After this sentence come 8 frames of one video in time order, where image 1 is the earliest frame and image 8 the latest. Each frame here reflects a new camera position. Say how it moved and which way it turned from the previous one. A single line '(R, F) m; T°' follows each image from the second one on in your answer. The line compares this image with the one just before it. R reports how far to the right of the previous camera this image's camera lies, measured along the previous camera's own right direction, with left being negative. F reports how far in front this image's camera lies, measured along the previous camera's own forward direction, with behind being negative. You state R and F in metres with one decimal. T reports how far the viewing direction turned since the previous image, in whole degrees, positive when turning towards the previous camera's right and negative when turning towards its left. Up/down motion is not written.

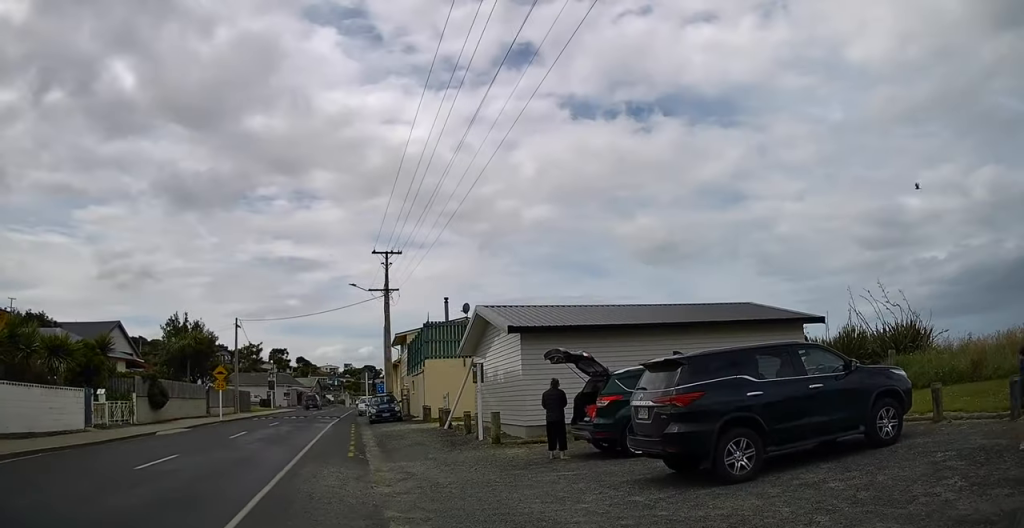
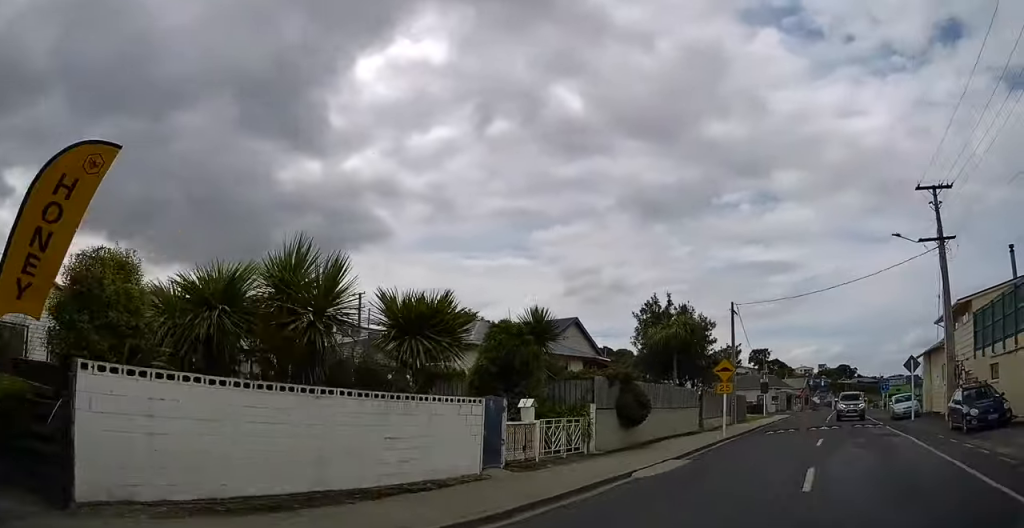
(+2.8, +22.9) m; +12°
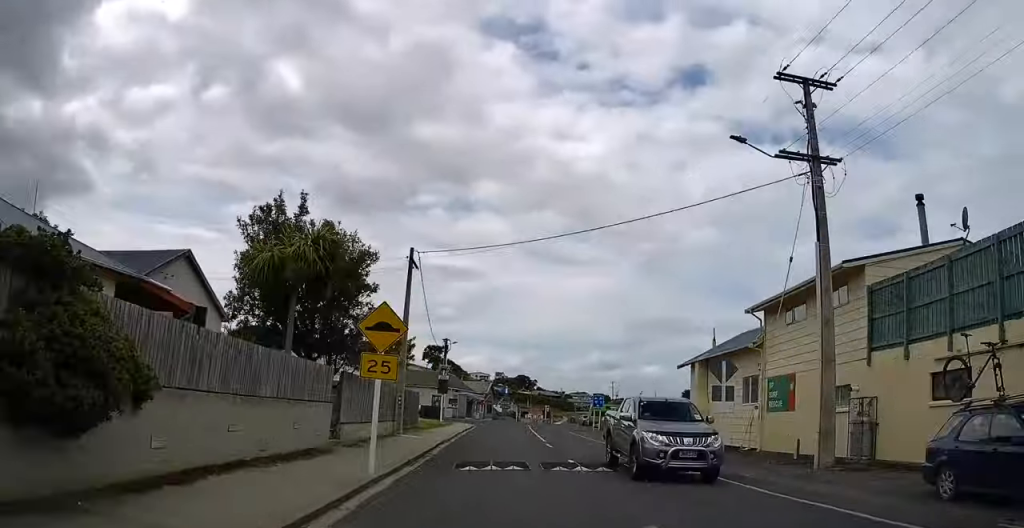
(+0.5, +13.5) m; +6°
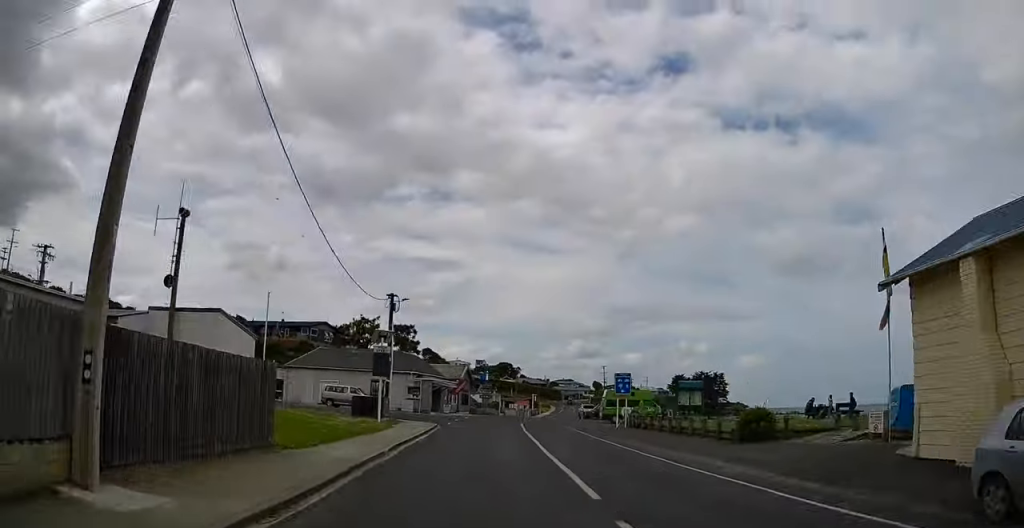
(+1.1, +20.0) m; +5°
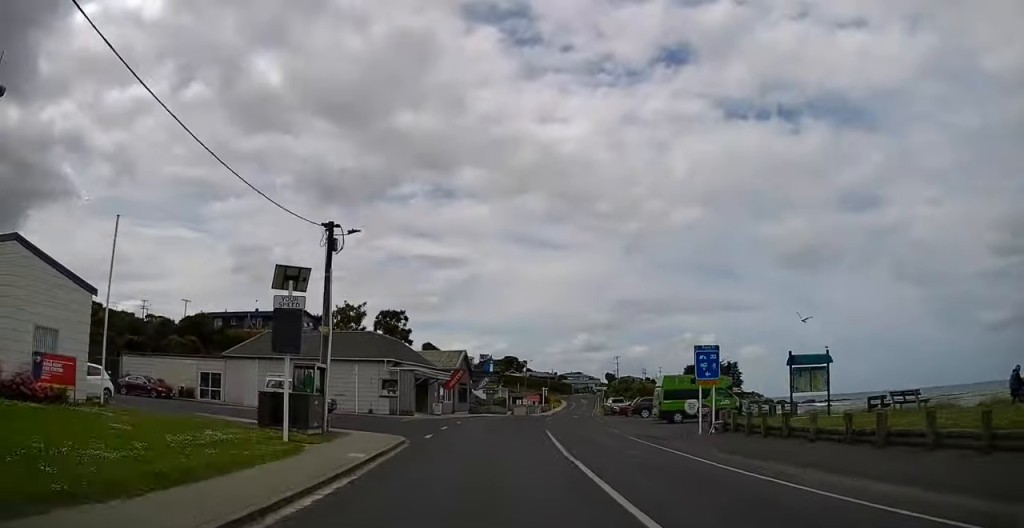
(+0.5, +17.0) m; +2°
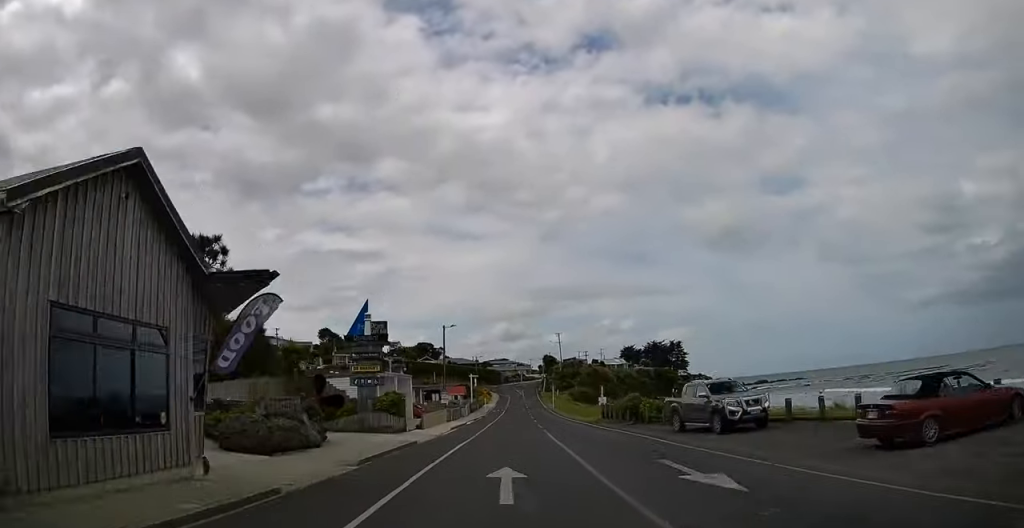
(+1.2, +42.1) m; +4°
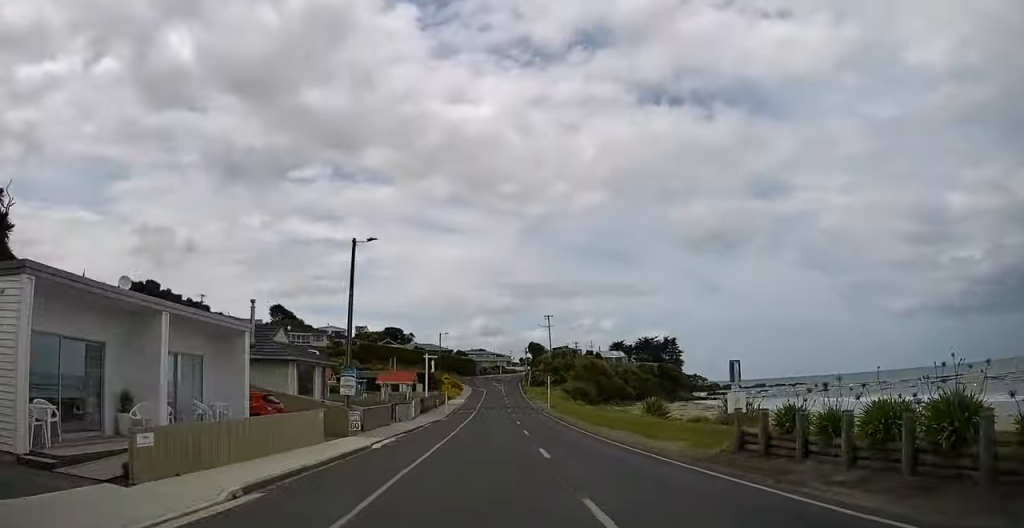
(+0.7, +27.7) m; +2°
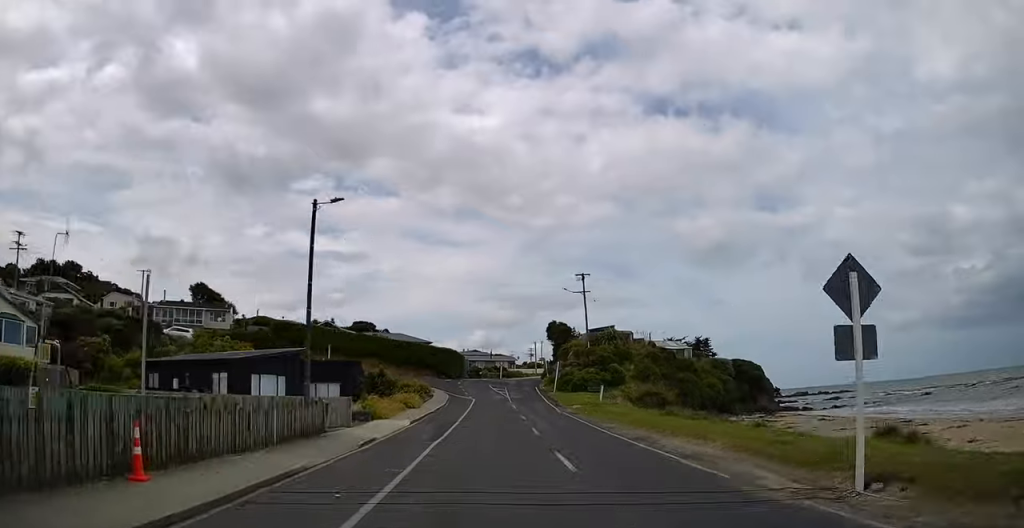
(+0.7, +51.8) m; 0°
